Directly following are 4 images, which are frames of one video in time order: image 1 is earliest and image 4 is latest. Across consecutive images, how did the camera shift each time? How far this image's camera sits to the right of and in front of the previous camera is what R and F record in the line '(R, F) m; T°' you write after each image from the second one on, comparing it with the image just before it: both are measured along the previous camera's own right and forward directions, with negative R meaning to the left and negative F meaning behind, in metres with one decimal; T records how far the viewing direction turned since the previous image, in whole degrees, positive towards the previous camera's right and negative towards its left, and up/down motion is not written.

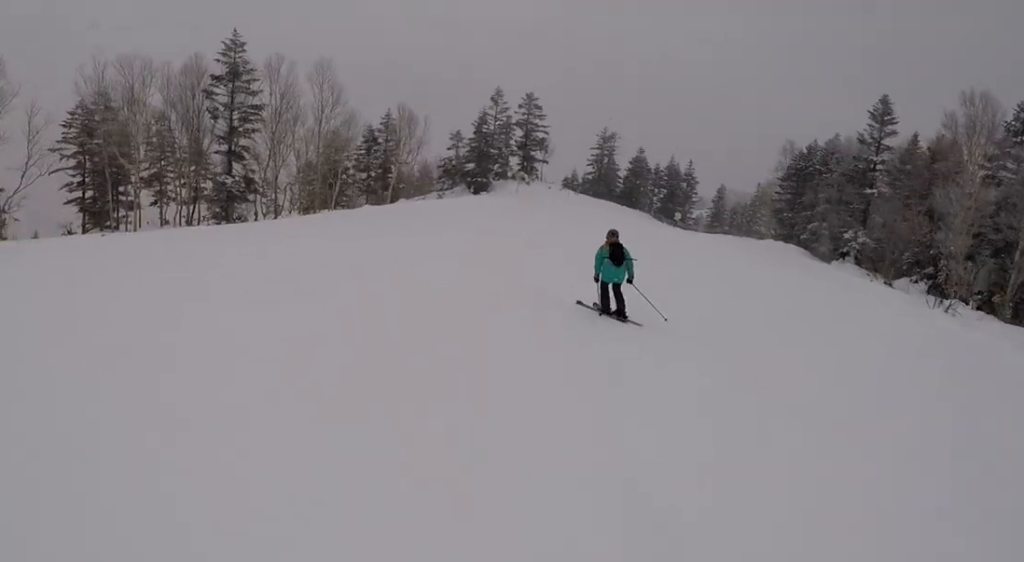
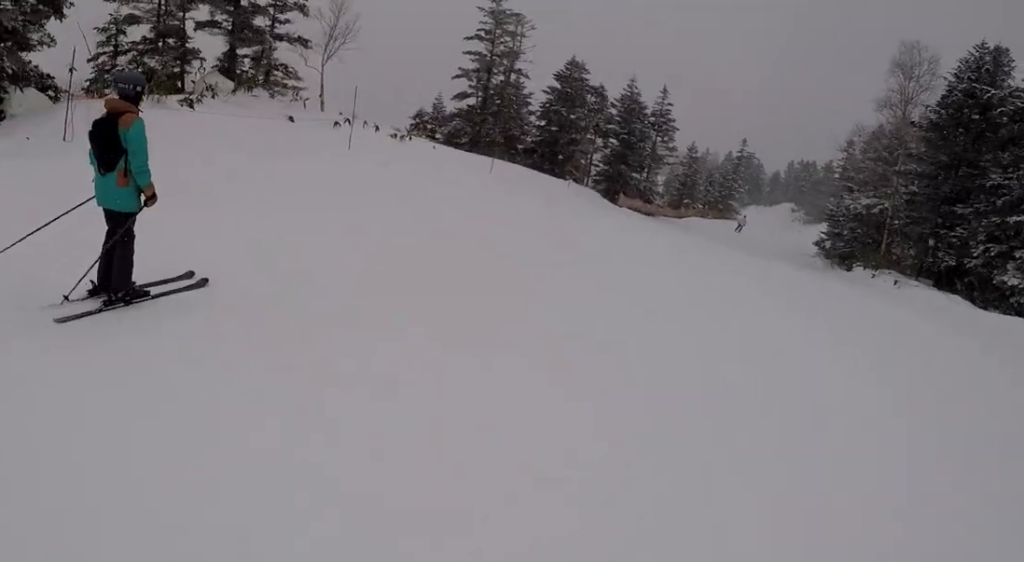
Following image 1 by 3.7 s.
(+7.3, +37.9) m; +24°
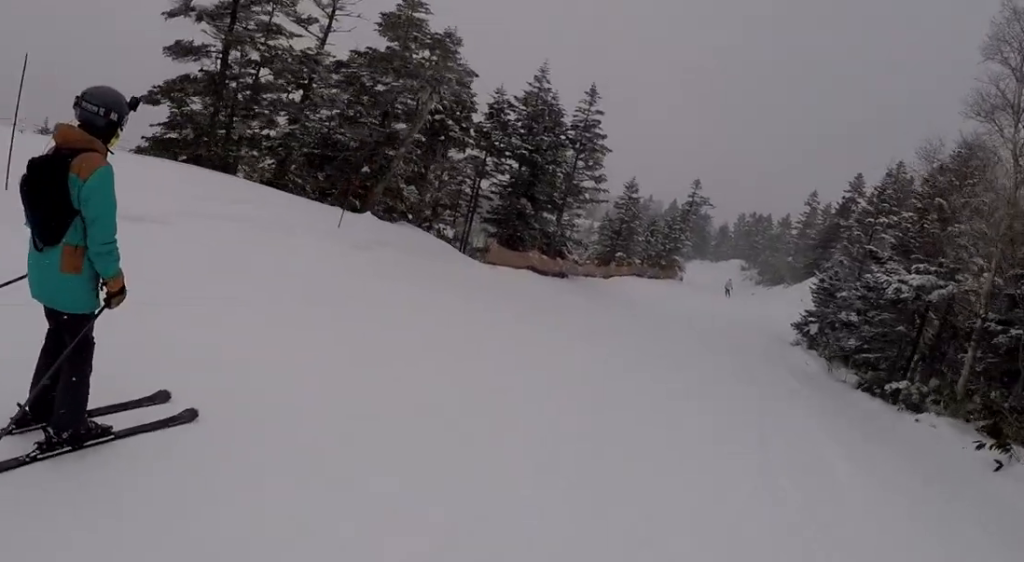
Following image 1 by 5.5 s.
(+0.6, +16.2) m; +2°
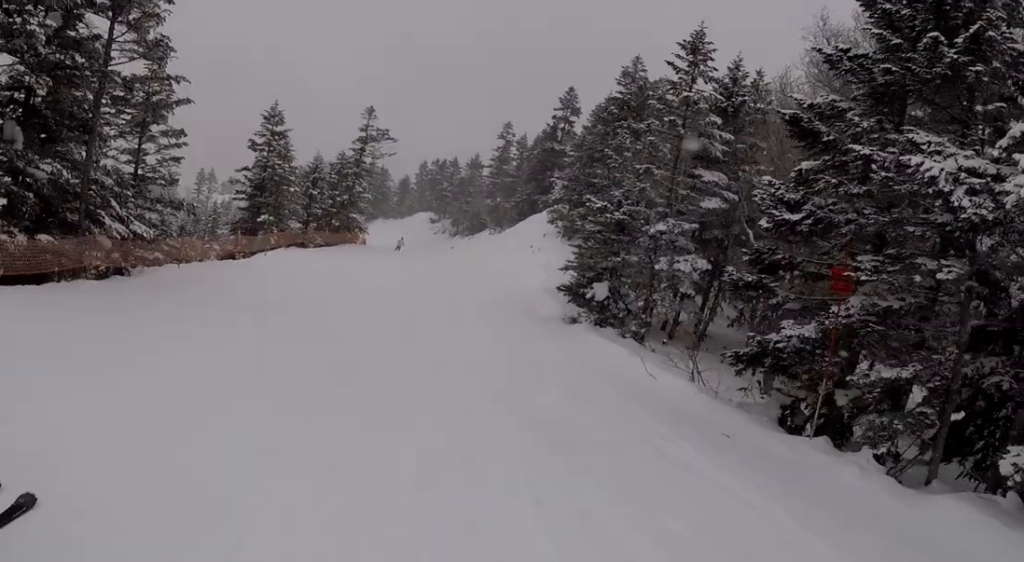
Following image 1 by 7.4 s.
(0.0, +16.8) m; +2°
